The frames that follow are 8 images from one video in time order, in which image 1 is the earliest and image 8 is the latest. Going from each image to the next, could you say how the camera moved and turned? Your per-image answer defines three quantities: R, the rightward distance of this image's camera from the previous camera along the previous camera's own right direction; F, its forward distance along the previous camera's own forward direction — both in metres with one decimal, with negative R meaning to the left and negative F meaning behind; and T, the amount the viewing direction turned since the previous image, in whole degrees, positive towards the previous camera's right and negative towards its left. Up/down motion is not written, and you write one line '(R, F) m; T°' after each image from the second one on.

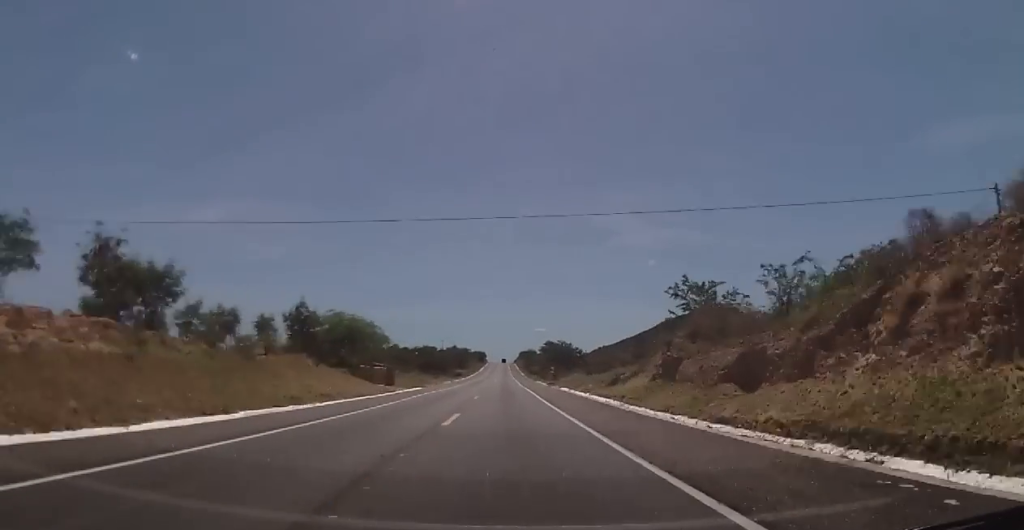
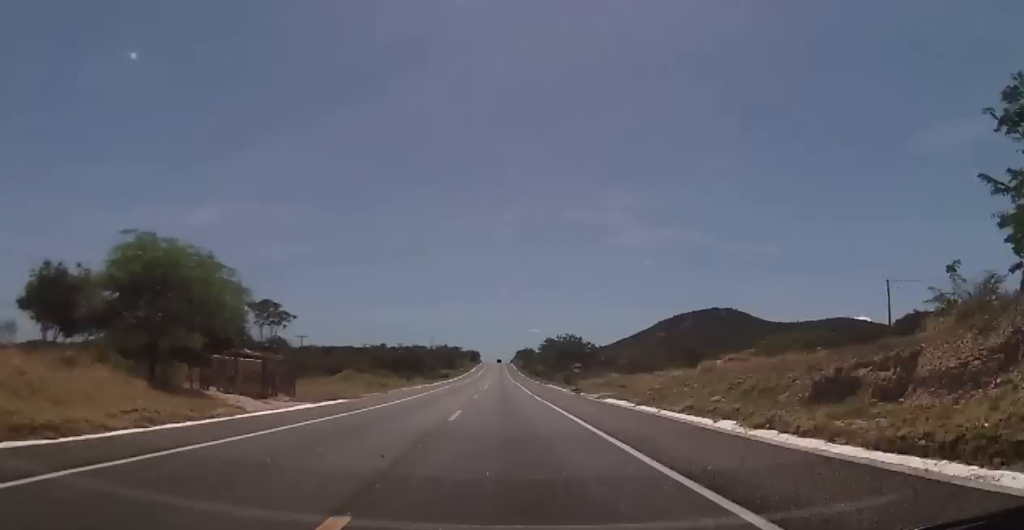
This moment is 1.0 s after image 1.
(-0.3, +33.8) m; -1°
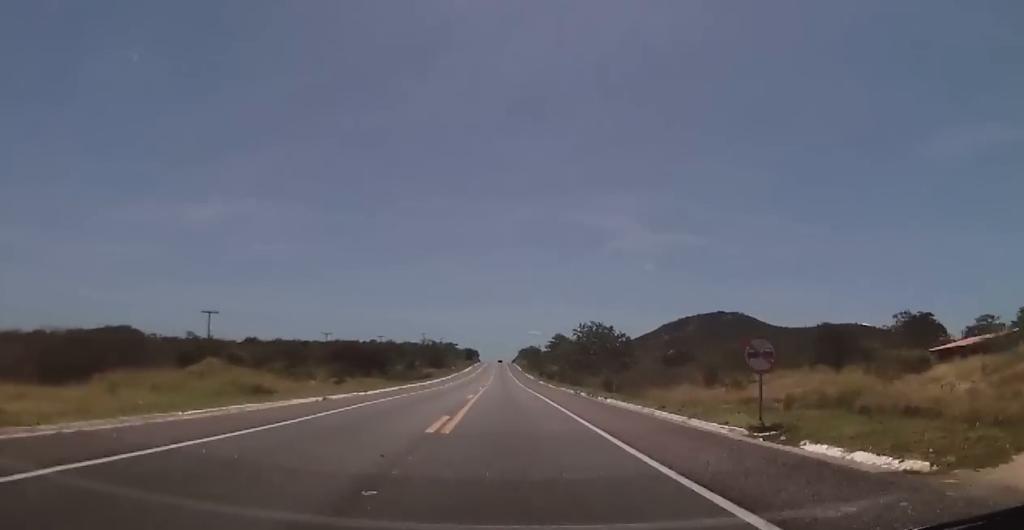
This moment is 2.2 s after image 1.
(-0.1, +39.4) m; +1°
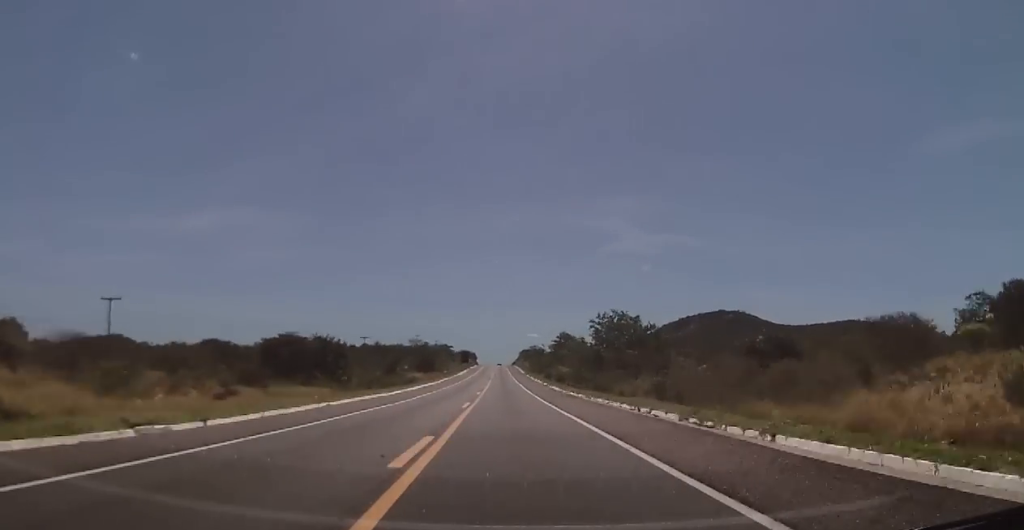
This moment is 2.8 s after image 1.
(+0.3, +22.5) m; 0°
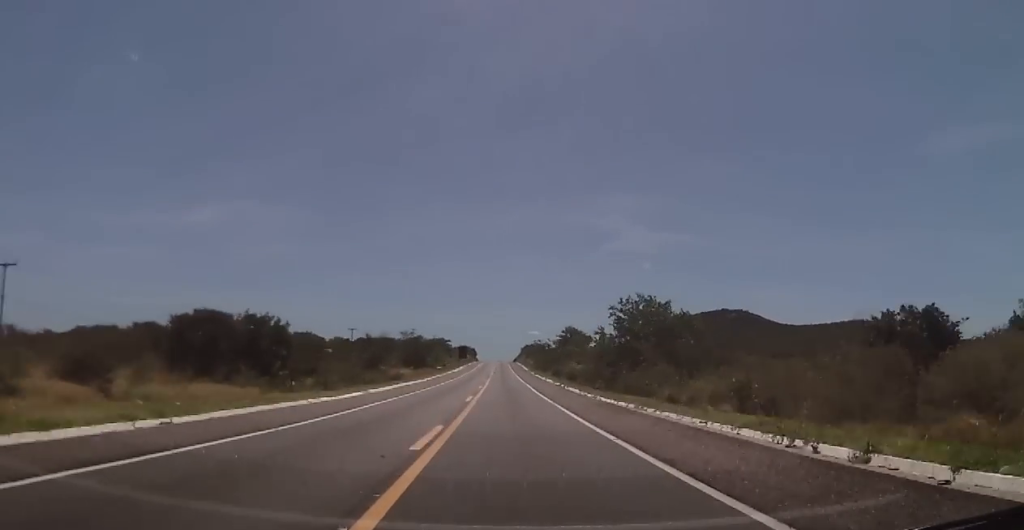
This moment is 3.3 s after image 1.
(+0.3, +15.7) m; 0°
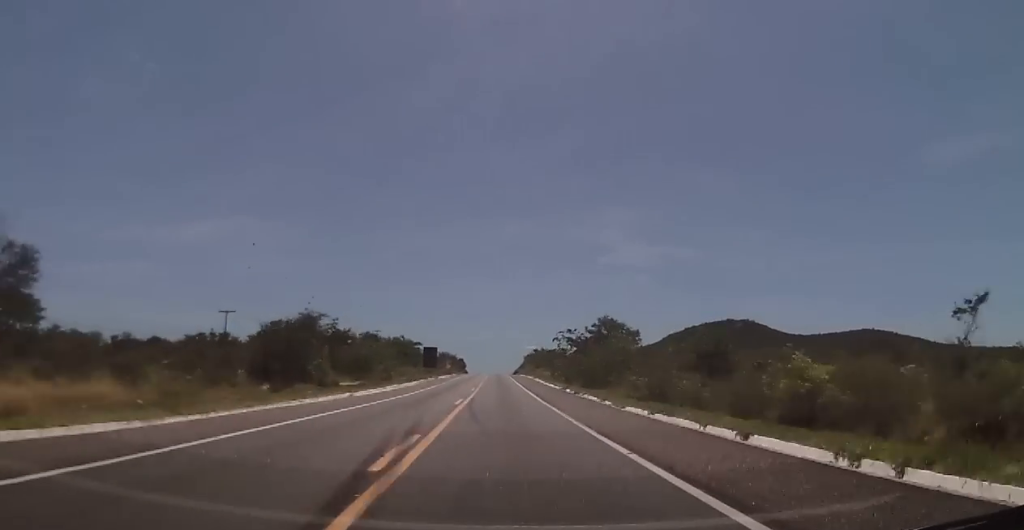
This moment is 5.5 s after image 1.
(-0.9, +74.3) m; 0°
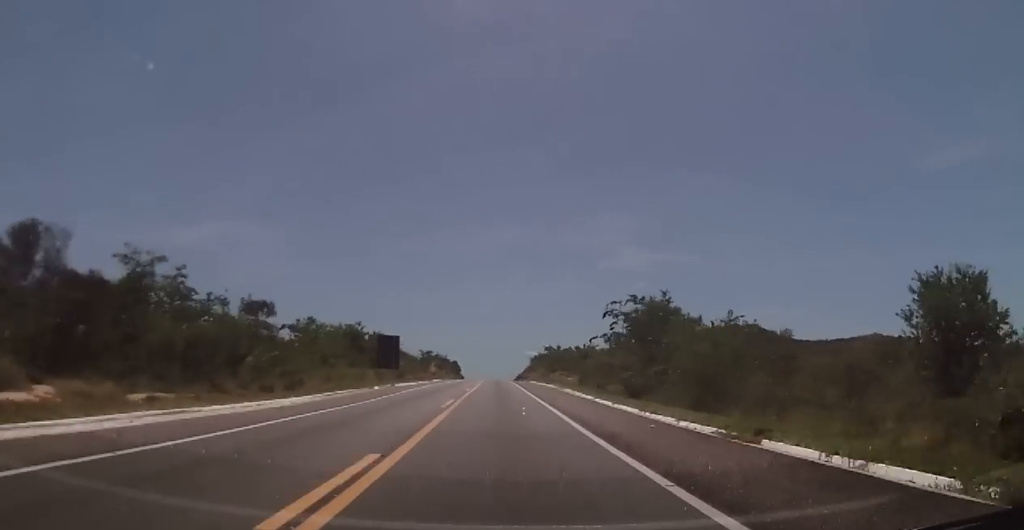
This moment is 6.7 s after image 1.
(+0.3, +39.3) m; 0°
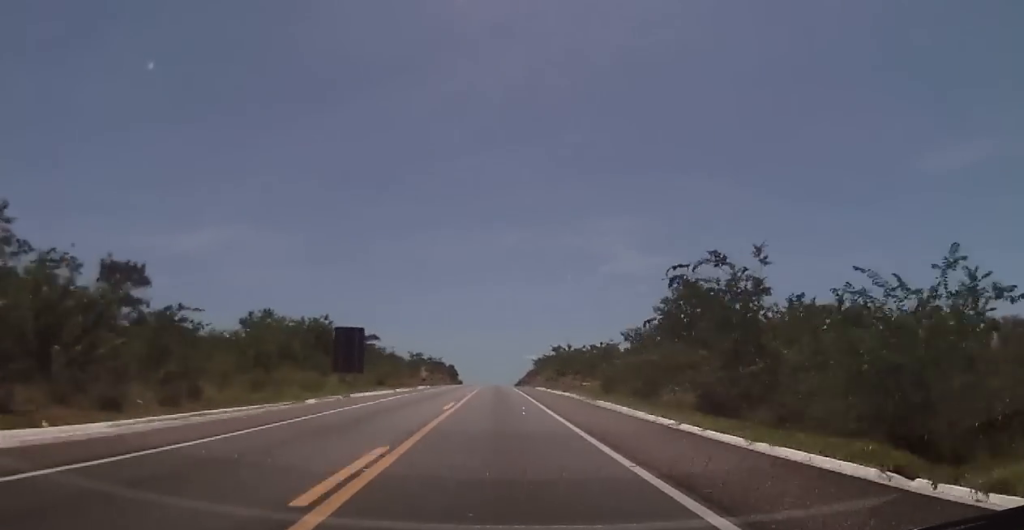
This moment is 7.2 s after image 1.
(-0.3, +16.8) m; 0°
